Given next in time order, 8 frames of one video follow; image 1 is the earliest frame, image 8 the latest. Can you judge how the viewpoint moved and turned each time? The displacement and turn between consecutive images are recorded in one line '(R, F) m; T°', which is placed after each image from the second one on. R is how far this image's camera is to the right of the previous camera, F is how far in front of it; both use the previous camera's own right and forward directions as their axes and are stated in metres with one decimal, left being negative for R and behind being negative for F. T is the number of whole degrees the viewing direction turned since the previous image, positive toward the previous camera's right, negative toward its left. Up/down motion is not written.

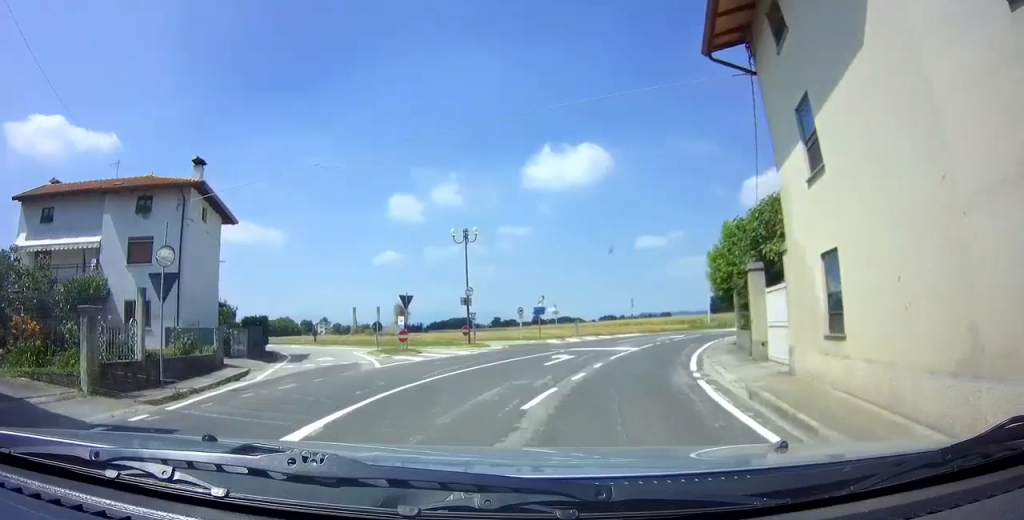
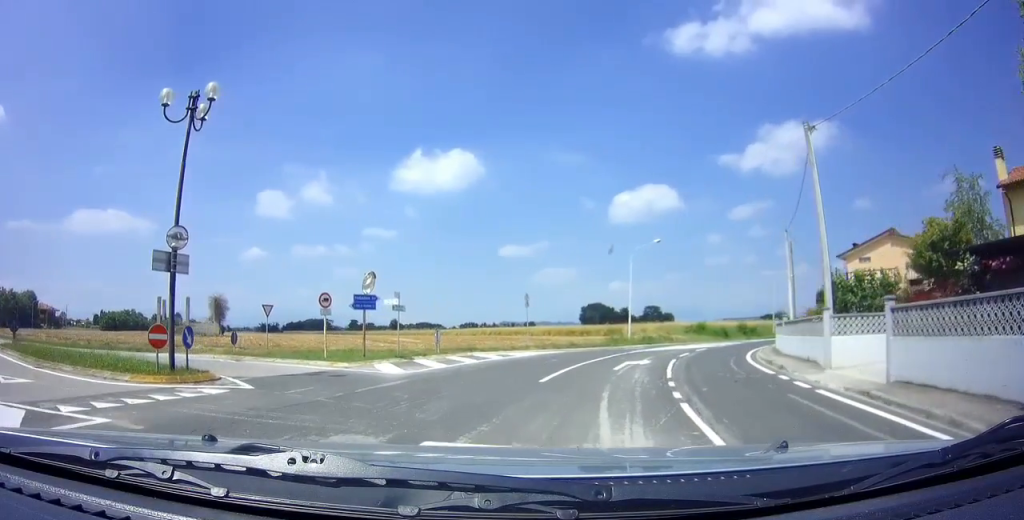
(+2.7, +23.2) m; +13°
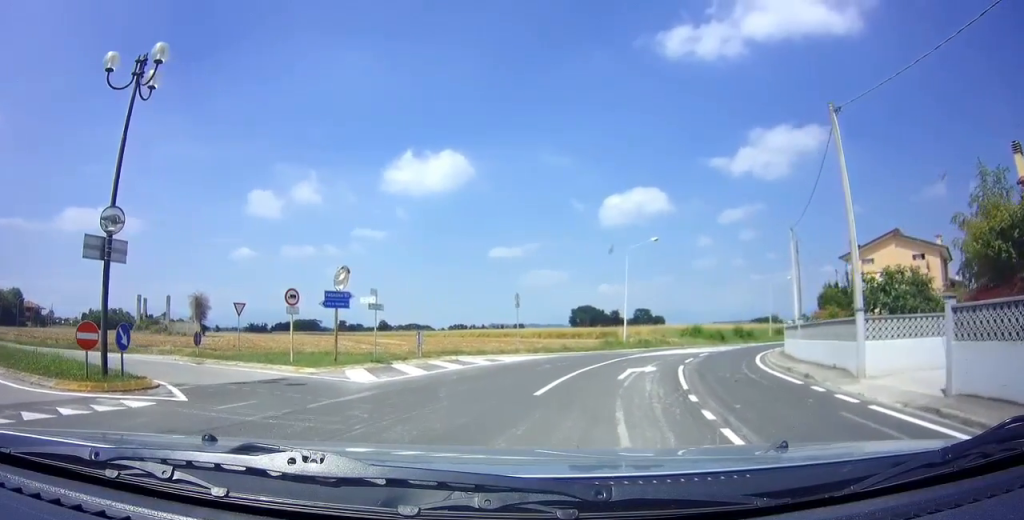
(+0.2, +3.1) m; -1°
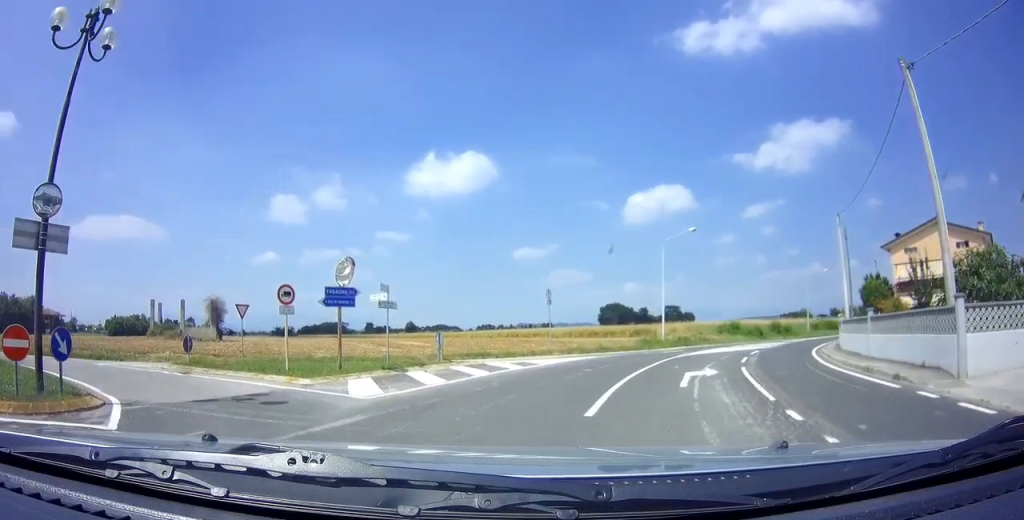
(-0.1, +3.4) m; -6°
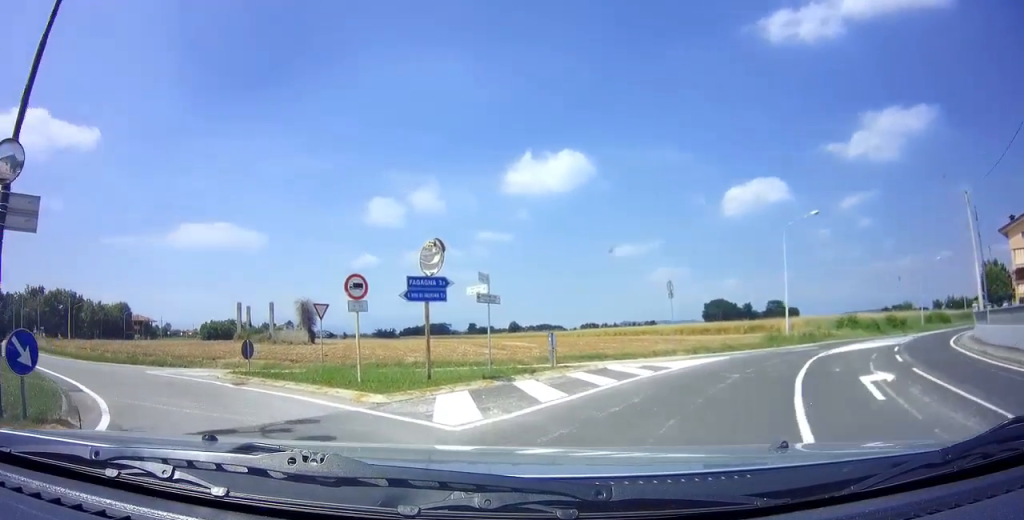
(-0.1, +3.1) m; -9°
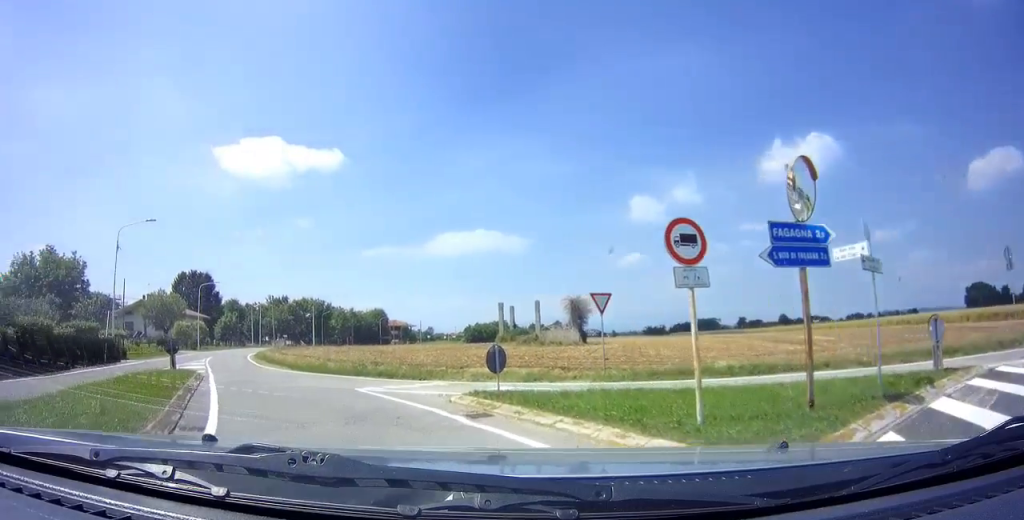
(-0.5, +4.5) m; -21°
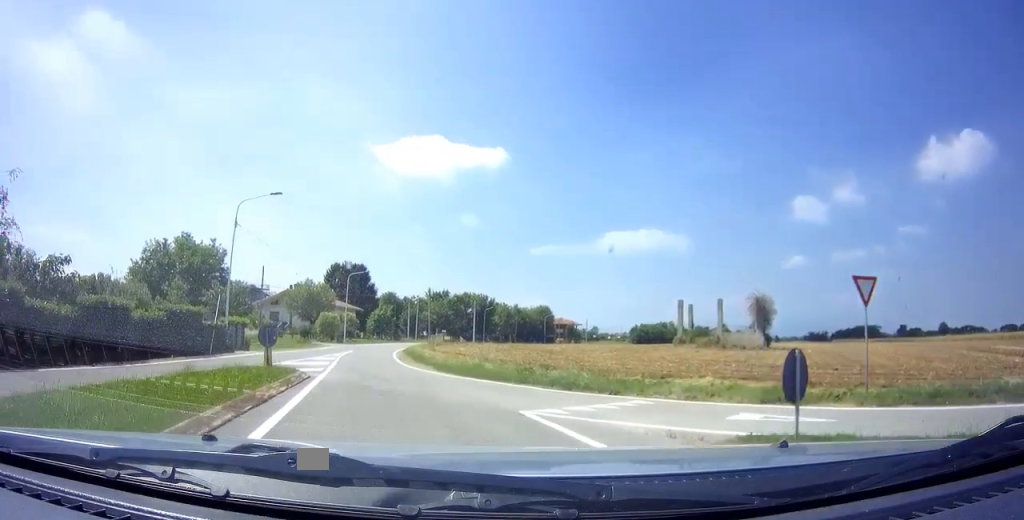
(-0.9, +4.5) m; -16°
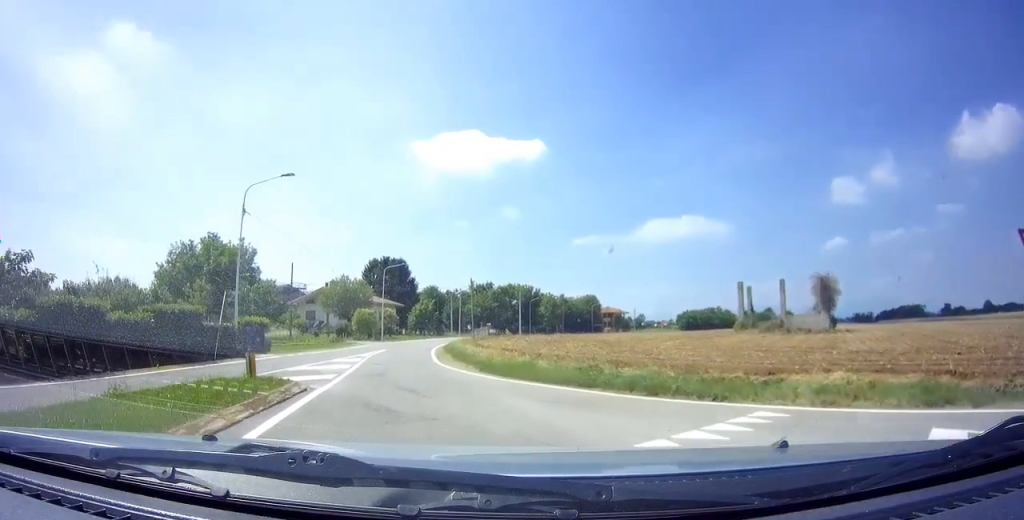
(-0.2, +3.2) m; -8°
